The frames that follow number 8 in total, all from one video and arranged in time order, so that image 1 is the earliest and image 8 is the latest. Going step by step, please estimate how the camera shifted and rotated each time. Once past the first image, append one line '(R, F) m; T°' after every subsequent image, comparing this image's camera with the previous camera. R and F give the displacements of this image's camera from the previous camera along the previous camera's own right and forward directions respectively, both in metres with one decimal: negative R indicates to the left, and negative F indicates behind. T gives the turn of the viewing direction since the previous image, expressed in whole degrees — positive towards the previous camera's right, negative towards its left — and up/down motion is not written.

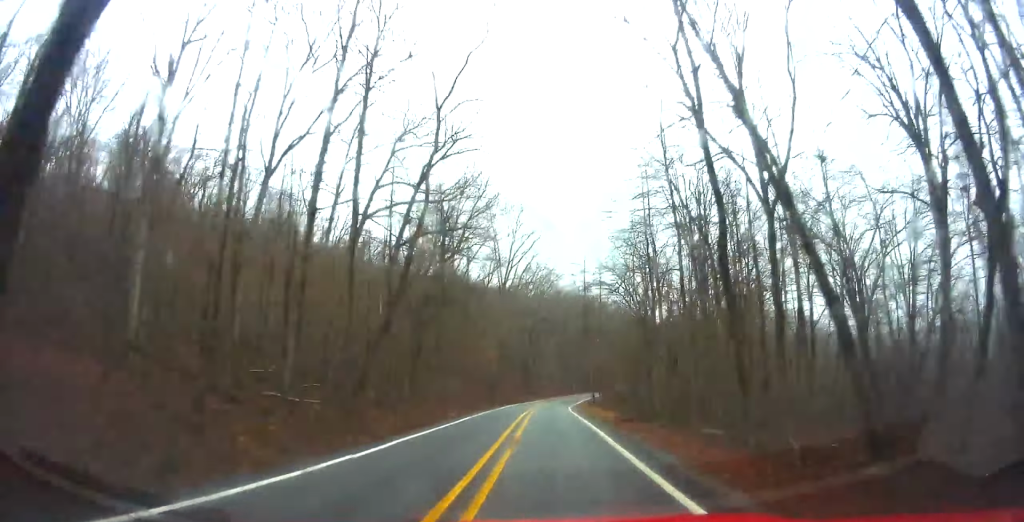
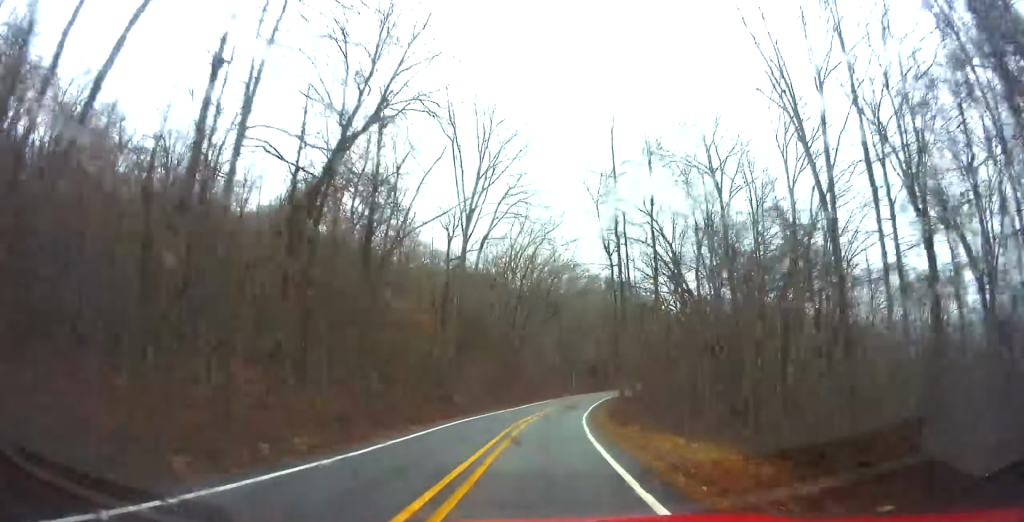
(-0.4, +30.7) m; +1°
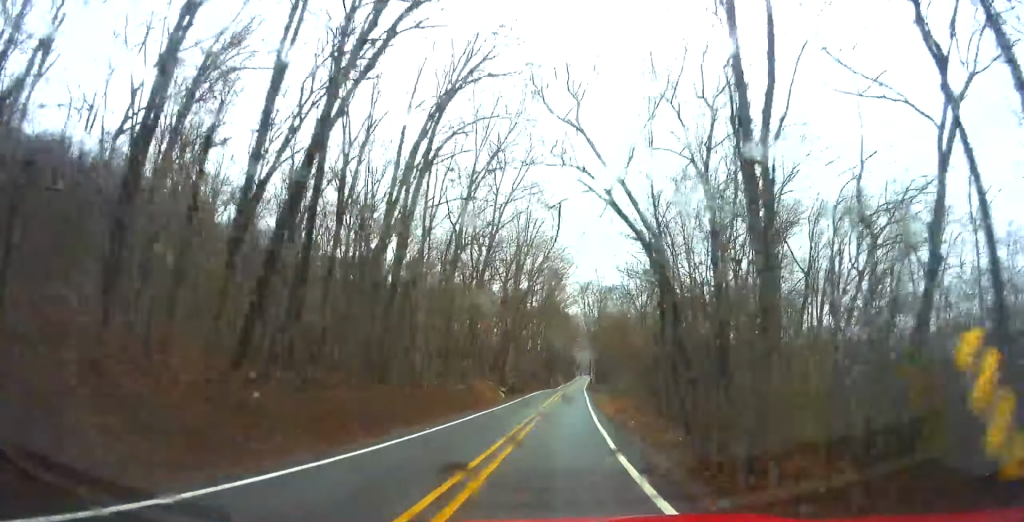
(+9.0, +110.8) m; +11°
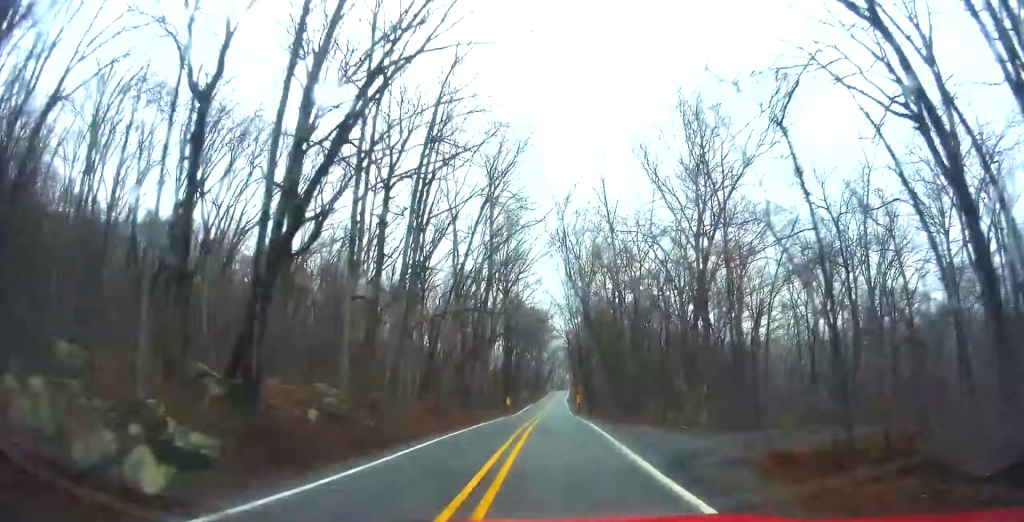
(+3.2, +56.3) m; +5°
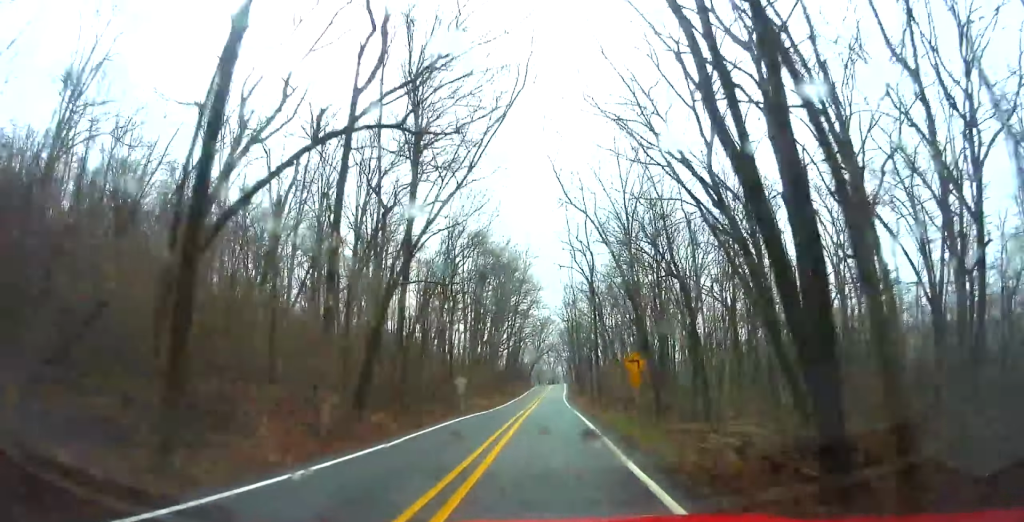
(+2.4, +70.5) m; +3°
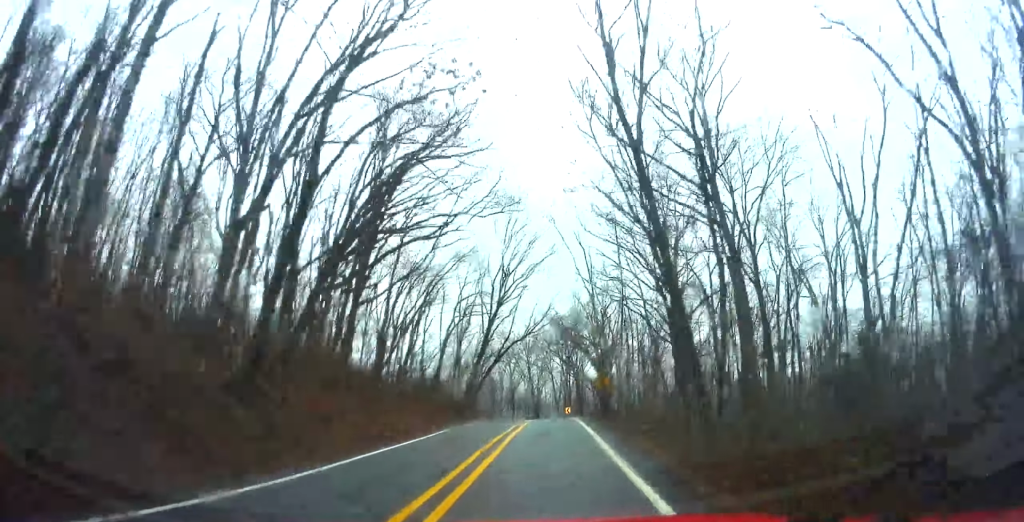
(+0.9, +93.8) m; +1°
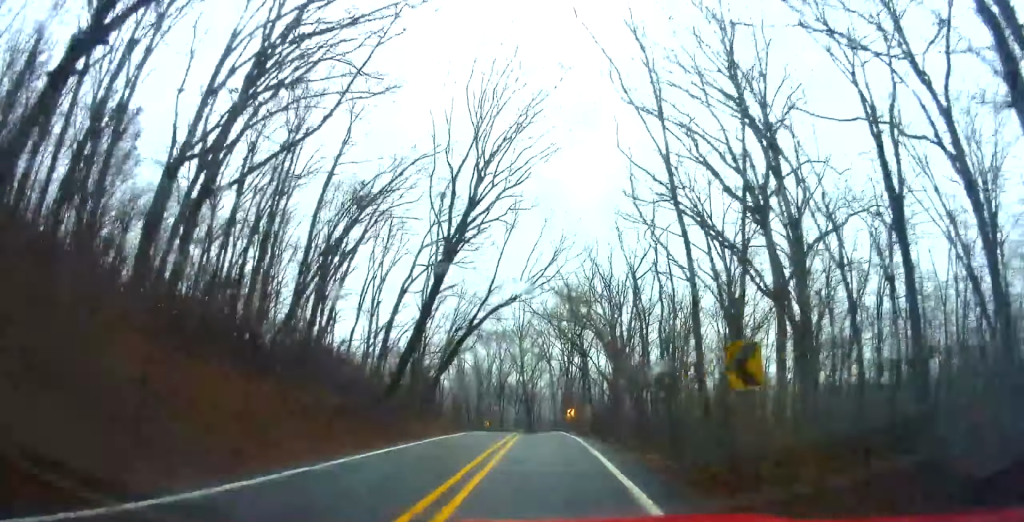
(+0.1, +24.5) m; -1°
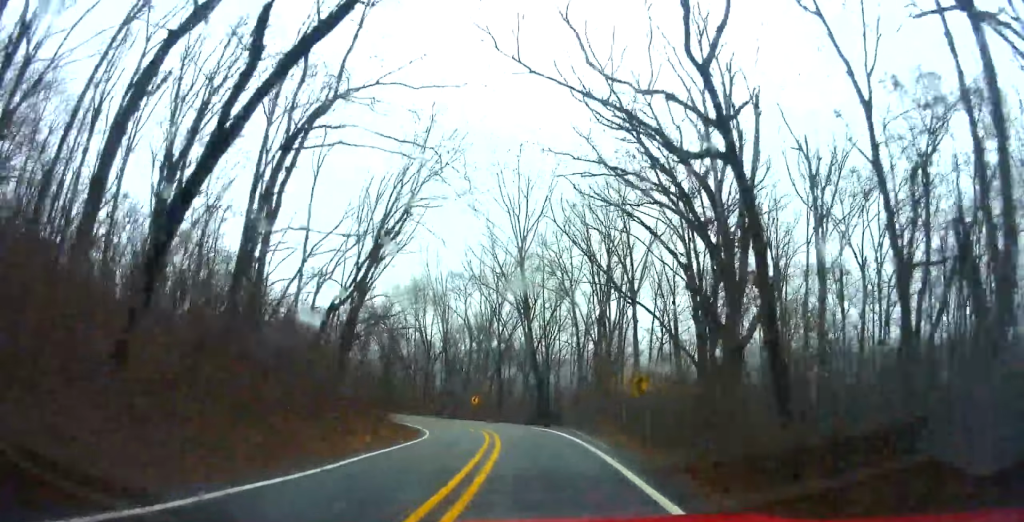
(+0.2, +39.4) m; -3°
